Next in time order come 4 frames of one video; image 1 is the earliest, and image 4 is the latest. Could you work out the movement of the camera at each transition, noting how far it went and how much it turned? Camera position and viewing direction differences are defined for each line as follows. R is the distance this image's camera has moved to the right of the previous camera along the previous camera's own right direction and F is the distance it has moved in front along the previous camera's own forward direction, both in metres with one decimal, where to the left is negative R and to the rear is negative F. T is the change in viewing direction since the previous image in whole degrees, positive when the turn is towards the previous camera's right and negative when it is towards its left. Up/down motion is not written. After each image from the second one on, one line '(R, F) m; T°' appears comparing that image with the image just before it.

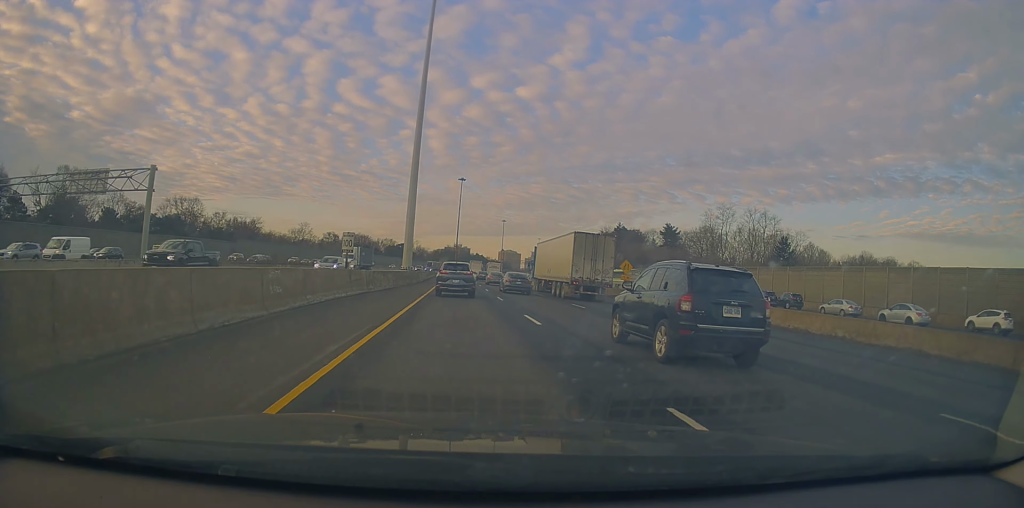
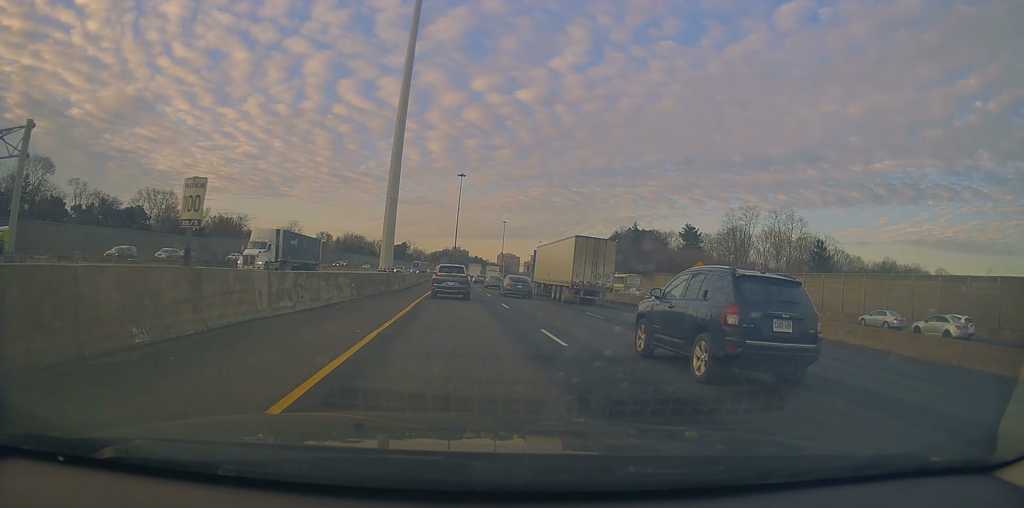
(+0.5, +15.3) m; 0°
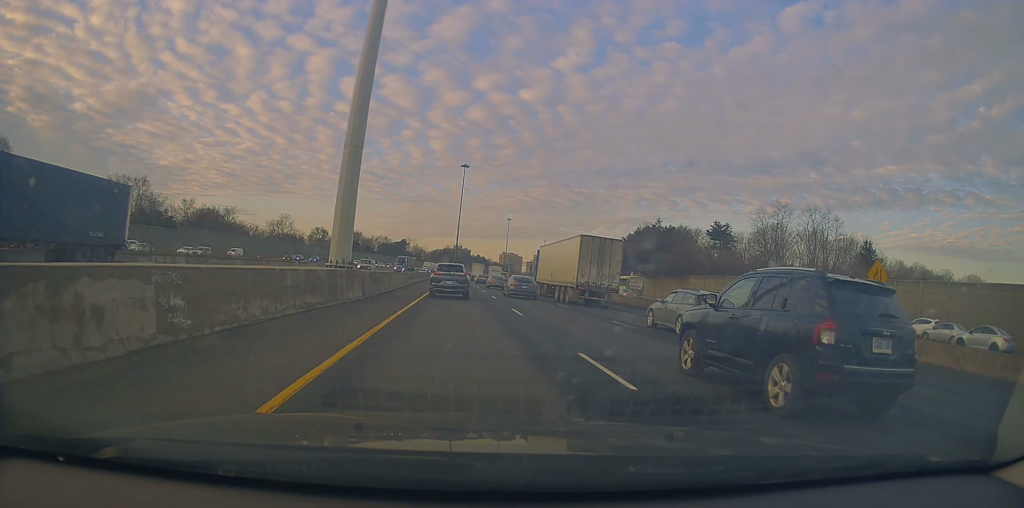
(-0.4, +15.8) m; 0°
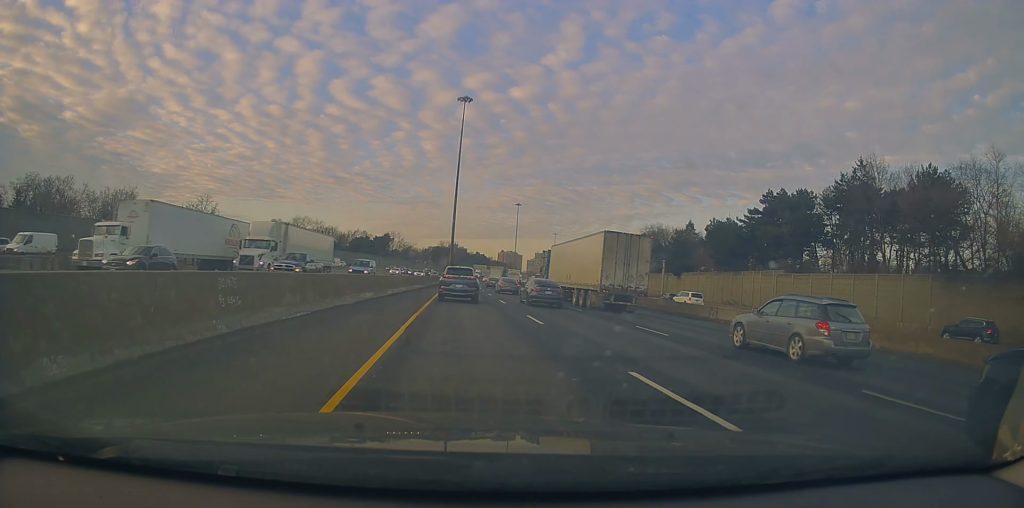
(-0.6, +73.3) m; -1°
